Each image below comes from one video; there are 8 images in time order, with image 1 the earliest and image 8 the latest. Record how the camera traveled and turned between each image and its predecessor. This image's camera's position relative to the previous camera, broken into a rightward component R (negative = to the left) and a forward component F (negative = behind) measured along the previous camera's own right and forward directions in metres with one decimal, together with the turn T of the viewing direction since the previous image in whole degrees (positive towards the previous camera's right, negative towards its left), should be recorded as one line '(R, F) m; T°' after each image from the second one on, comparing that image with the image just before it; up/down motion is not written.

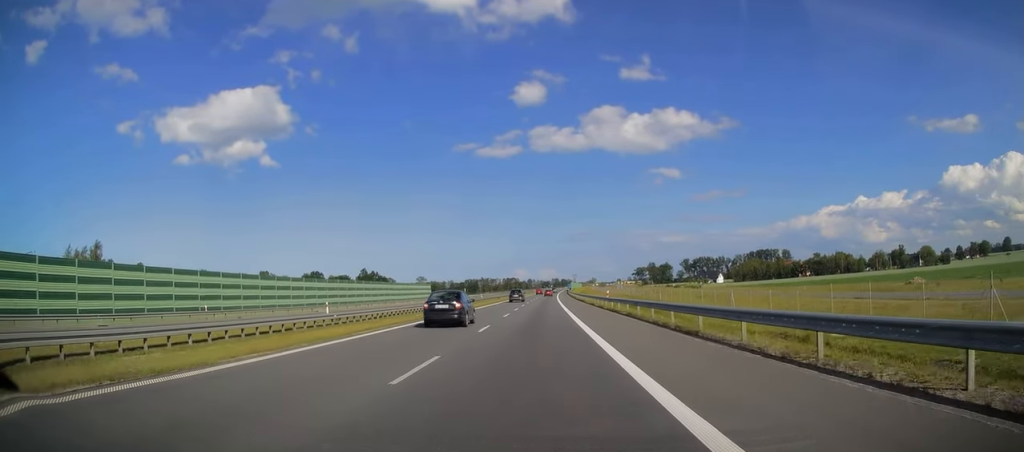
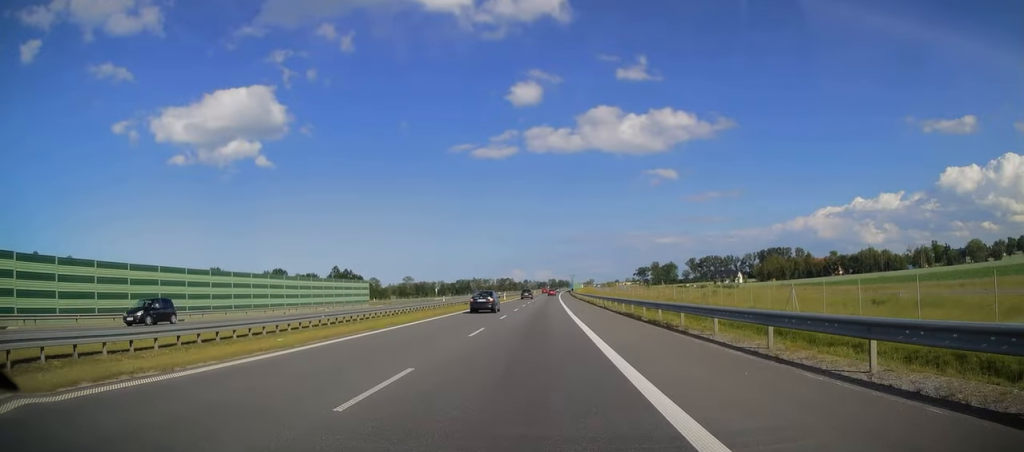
(+0.4, +49.7) m; +1°
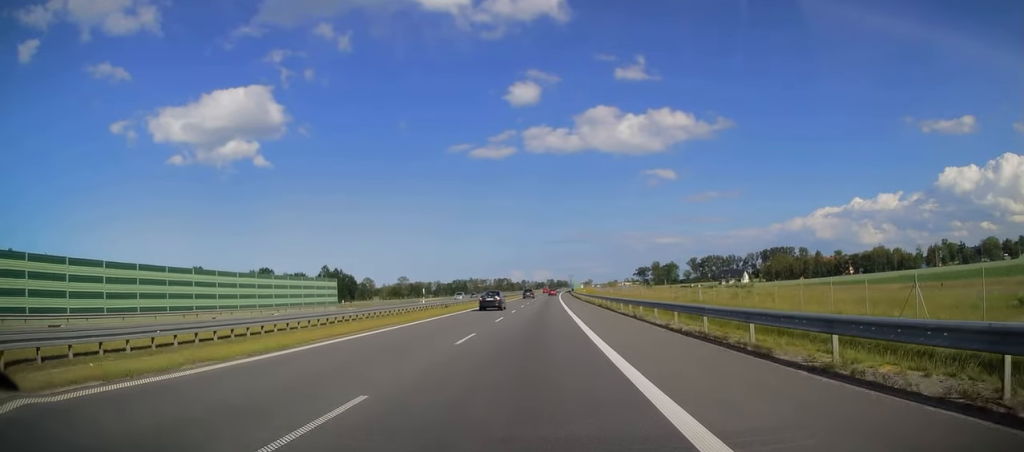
(0.0, +14.8) m; 0°
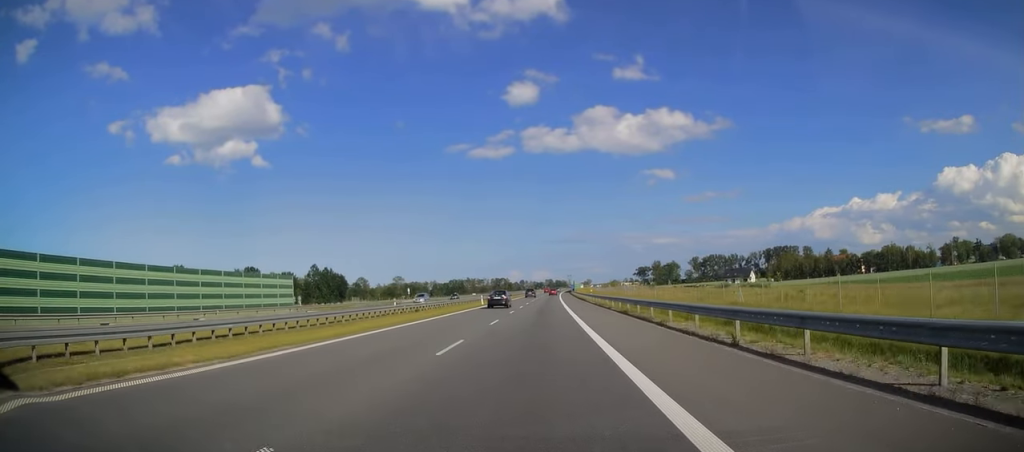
(0.0, +14.8) m; 0°
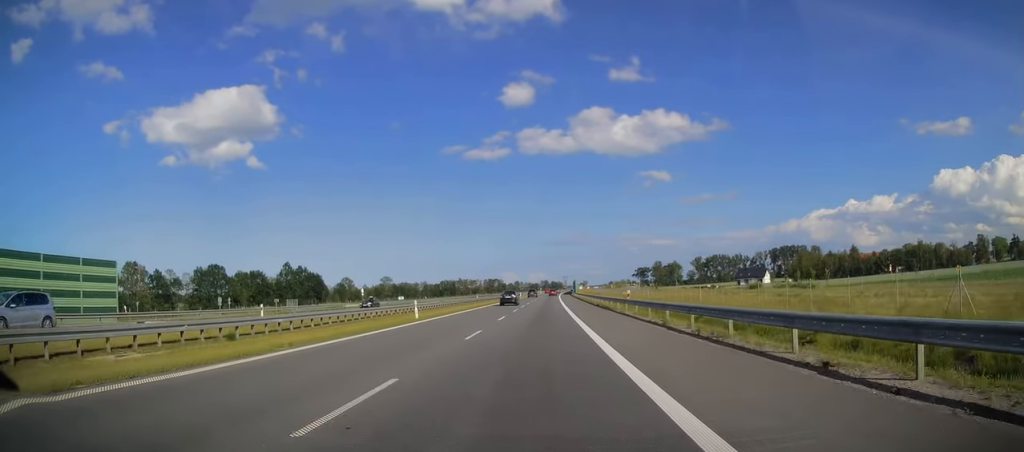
(0.0, +31.4) m; +1°
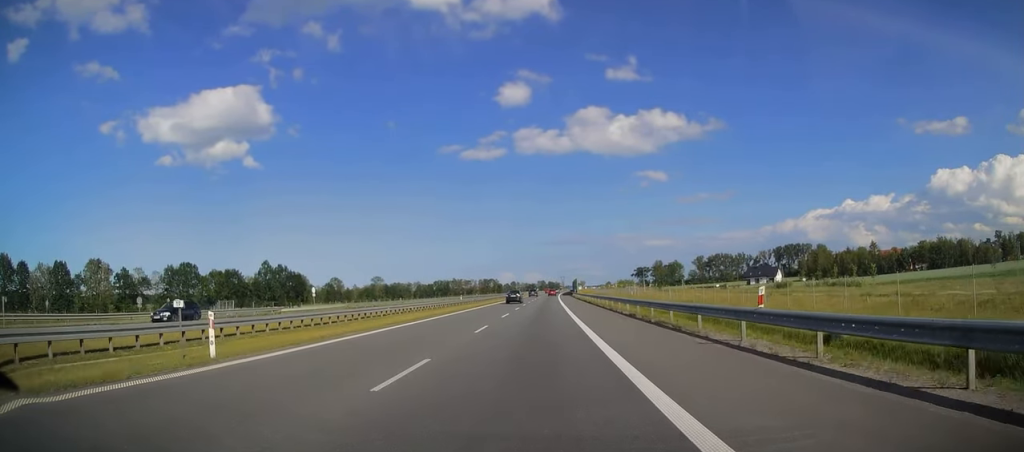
(+0.1, +21.1) m; 0°
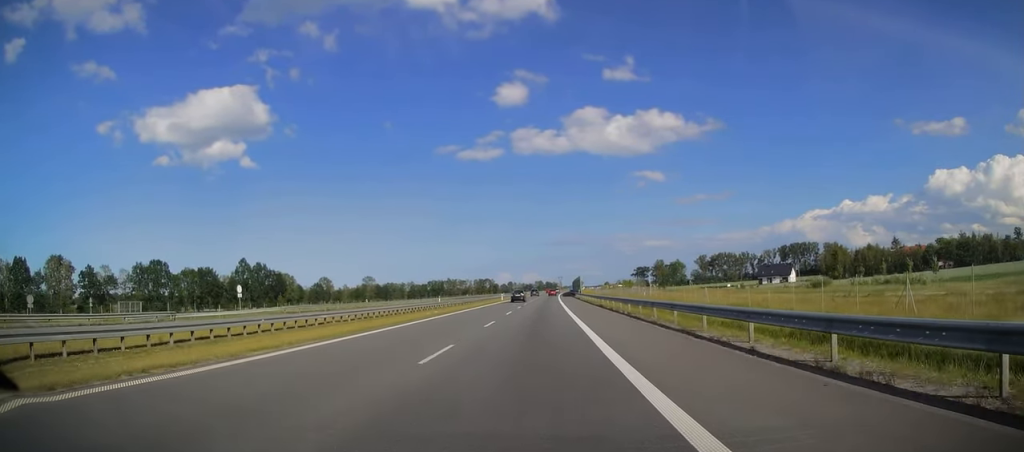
(+0.2, +20.6) m; 0°
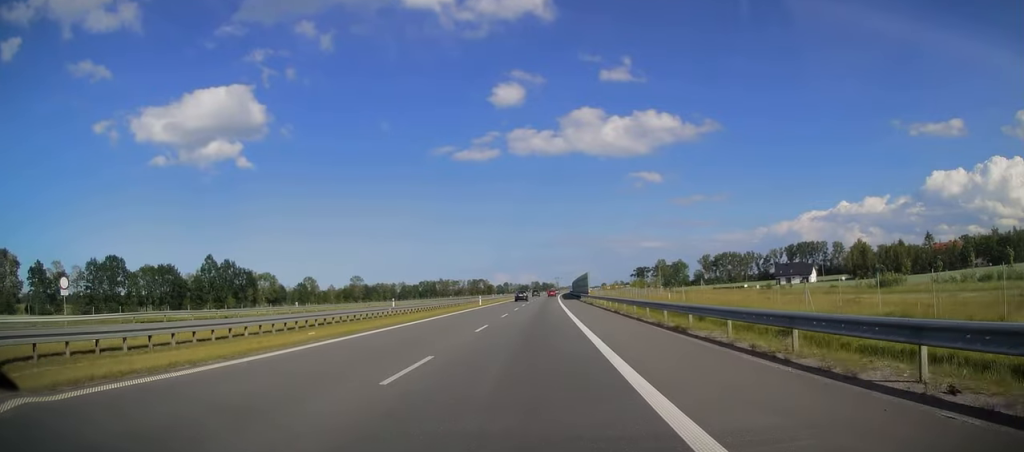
(-0.3, +26.3) m; 0°
